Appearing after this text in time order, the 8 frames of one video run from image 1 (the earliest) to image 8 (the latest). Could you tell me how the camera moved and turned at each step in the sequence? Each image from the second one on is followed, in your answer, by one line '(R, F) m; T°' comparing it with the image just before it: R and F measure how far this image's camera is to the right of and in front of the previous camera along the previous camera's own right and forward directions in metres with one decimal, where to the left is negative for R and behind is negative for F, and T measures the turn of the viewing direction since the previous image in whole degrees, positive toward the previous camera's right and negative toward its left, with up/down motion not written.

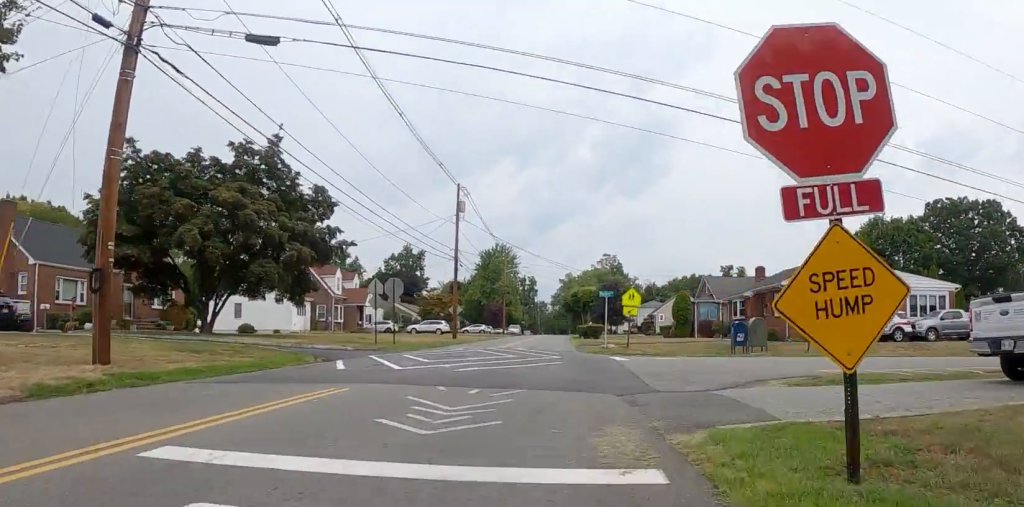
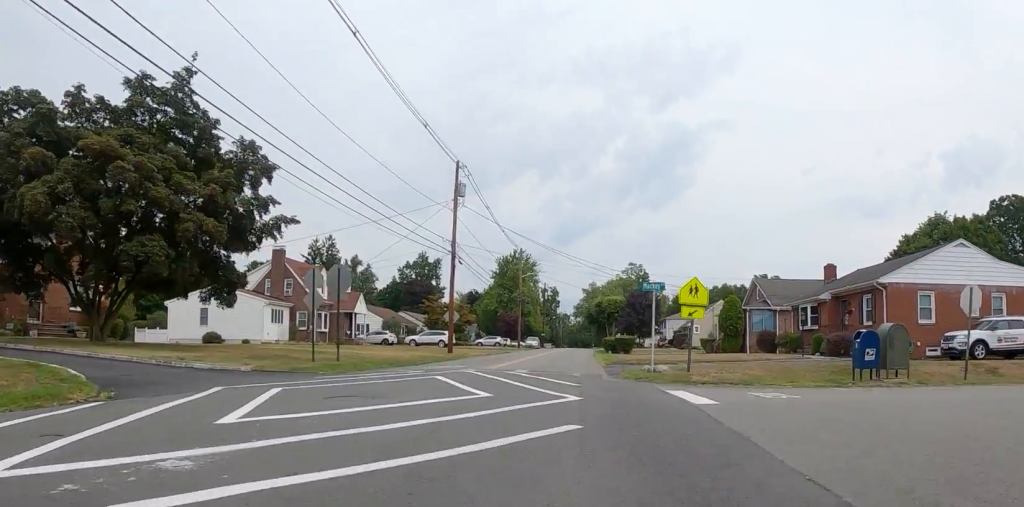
(0.0, +9.2) m; 0°
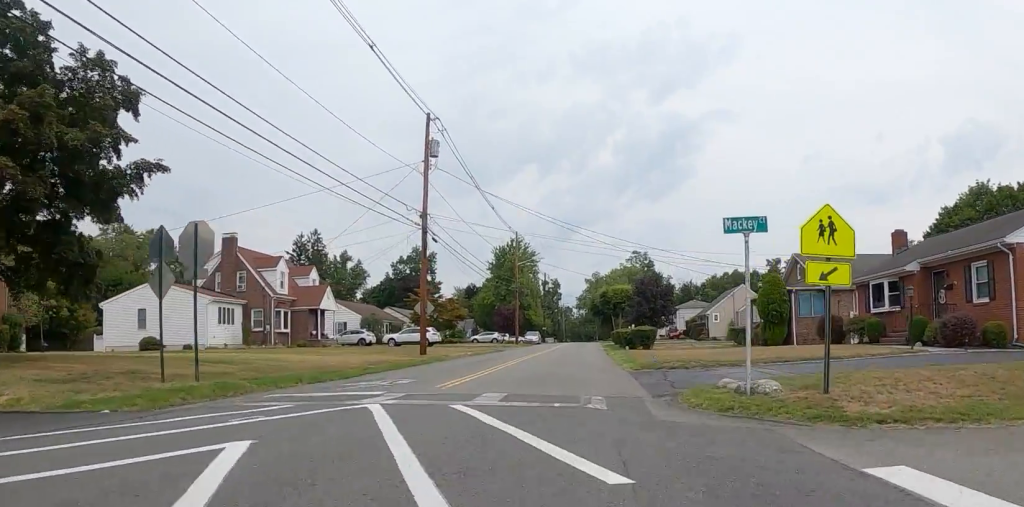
(0.0, +8.1) m; 0°
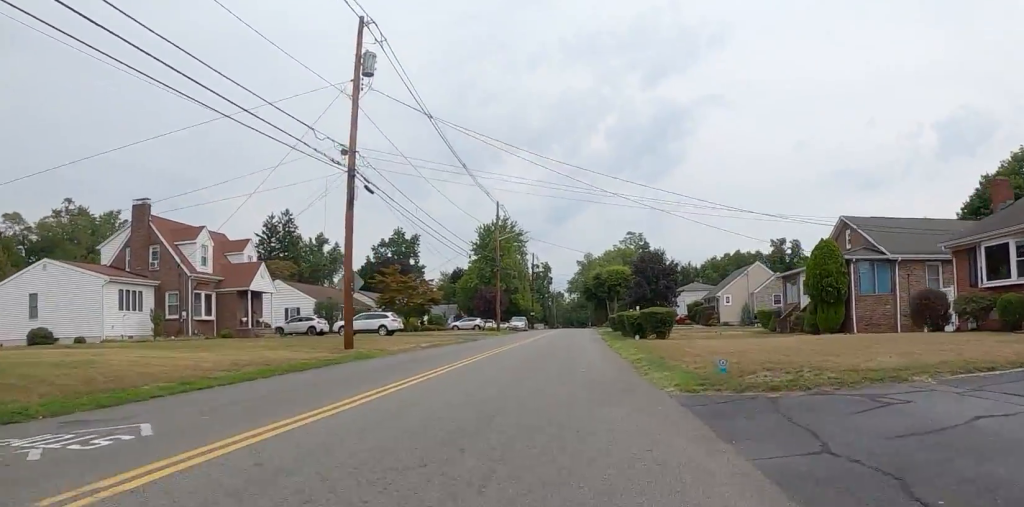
(0.0, +8.6) m; 0°
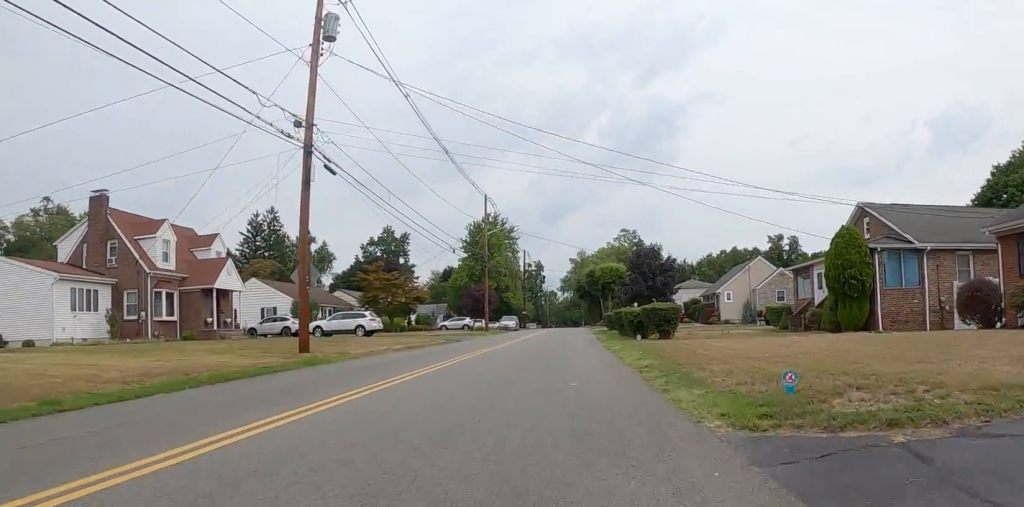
(0.0, +2.9) m; 0°
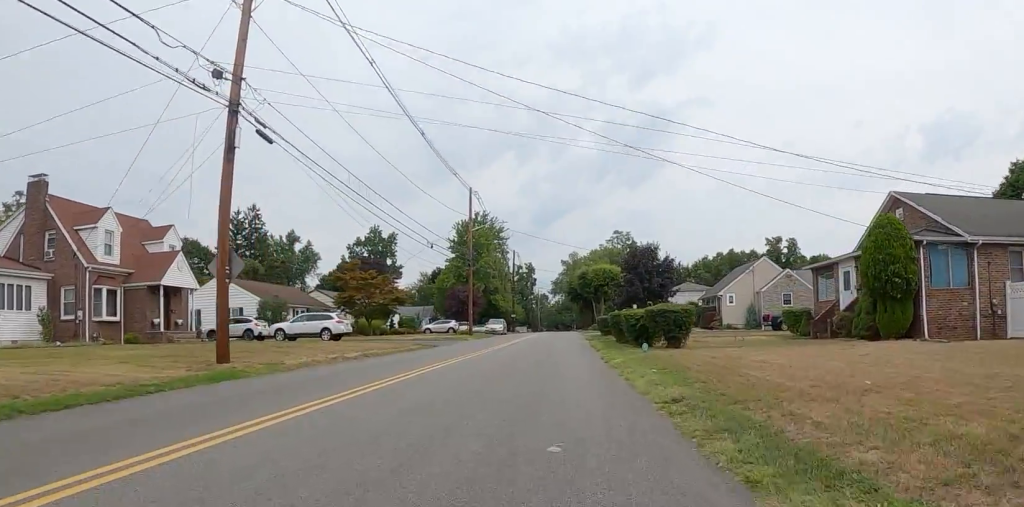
(0.0, +3.8) m; 0°
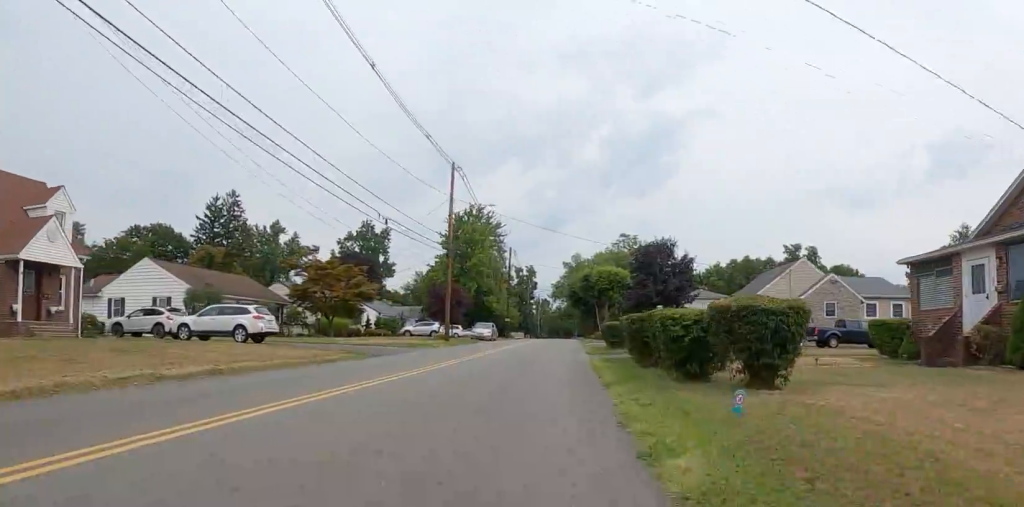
(0.0, +8.5) m; 0°
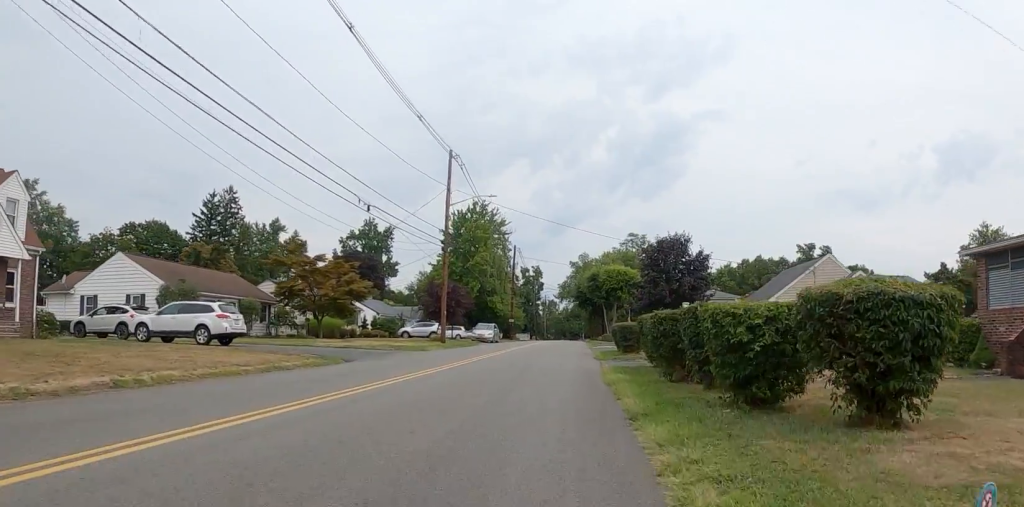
(0.0, +3.1) m; 0°
